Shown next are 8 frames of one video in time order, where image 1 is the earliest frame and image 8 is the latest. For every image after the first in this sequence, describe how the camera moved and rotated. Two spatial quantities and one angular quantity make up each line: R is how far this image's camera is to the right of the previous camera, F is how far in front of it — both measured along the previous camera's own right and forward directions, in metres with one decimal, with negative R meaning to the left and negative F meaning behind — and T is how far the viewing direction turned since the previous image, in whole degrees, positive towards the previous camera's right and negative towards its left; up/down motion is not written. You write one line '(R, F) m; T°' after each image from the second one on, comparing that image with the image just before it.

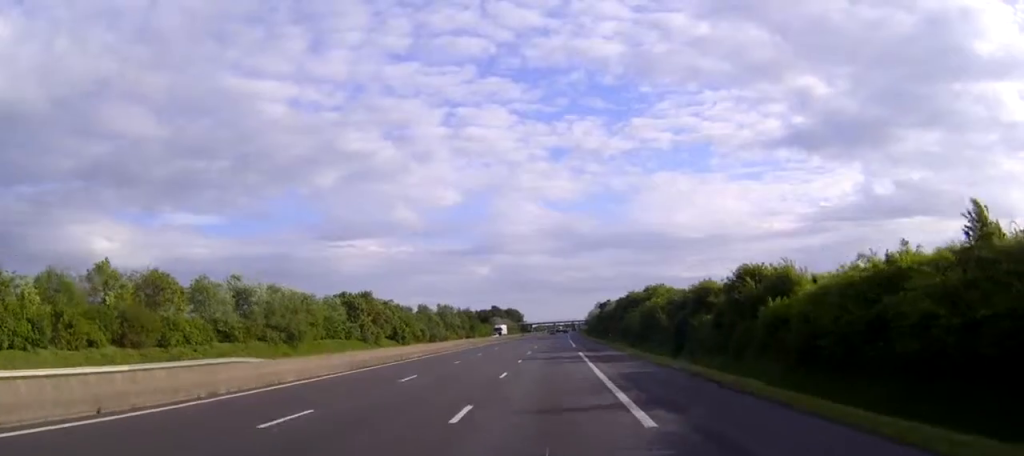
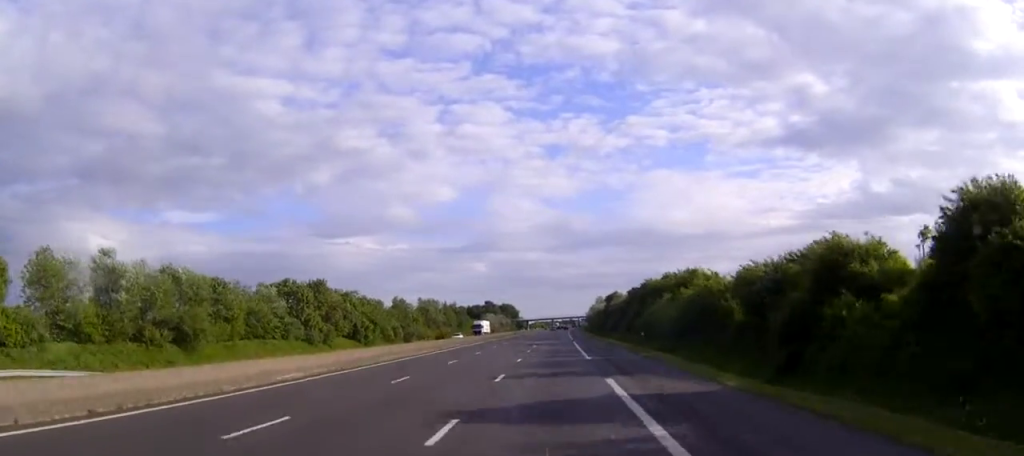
(+0.1, +27.7) m; 0°
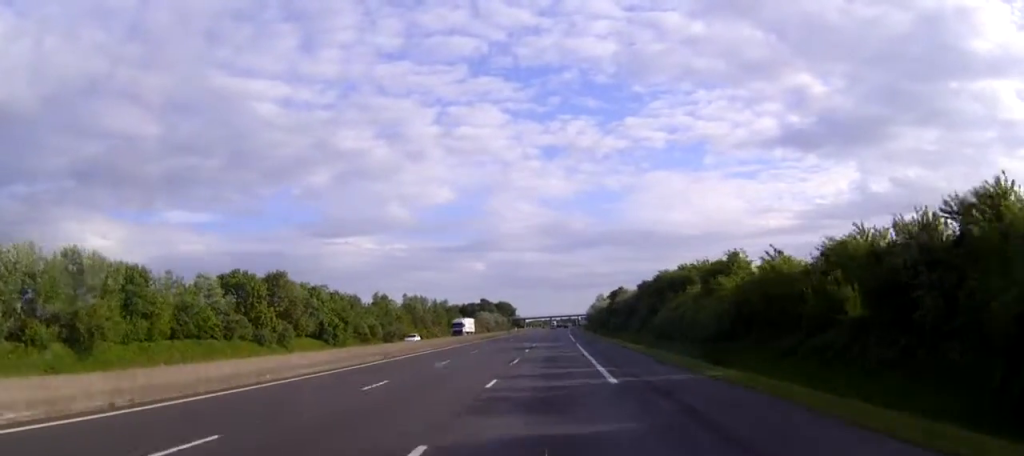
(+0.1, +16.7) m; 0°
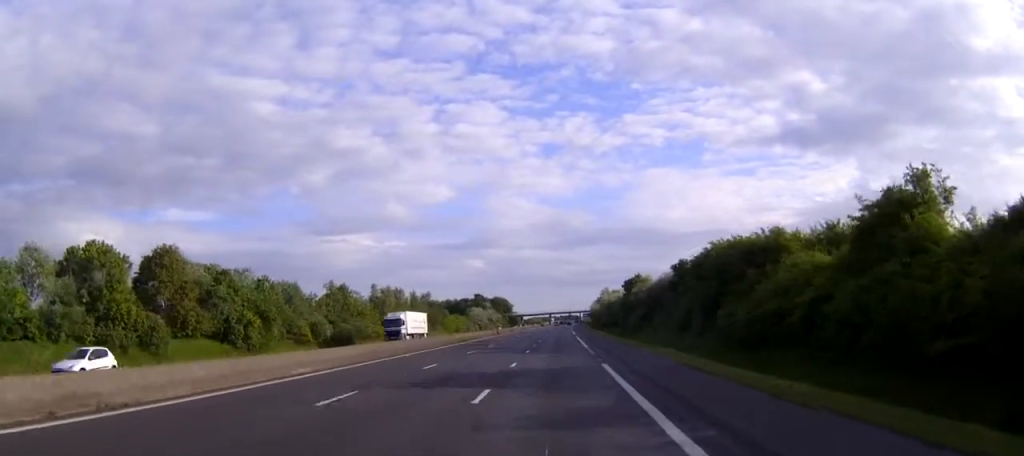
(+0.2, +30.7) m; 0°
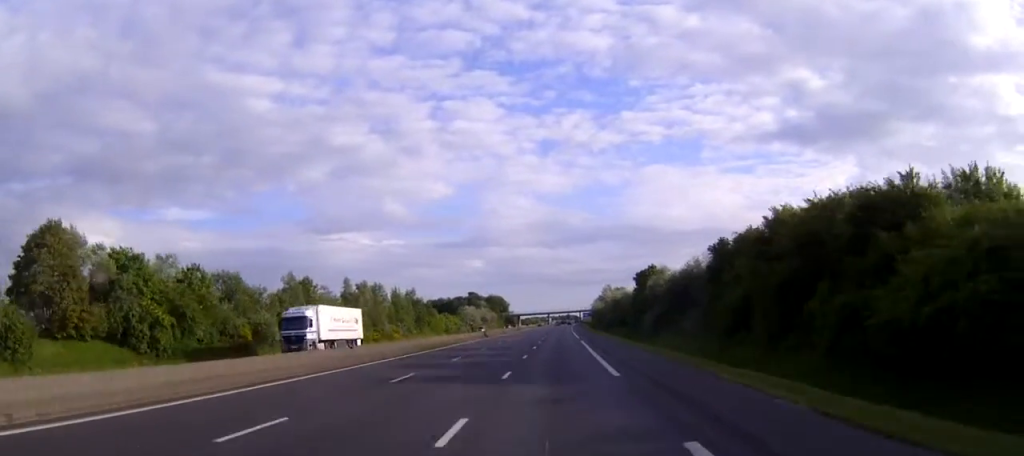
(0.0, +18.6) m; 0°
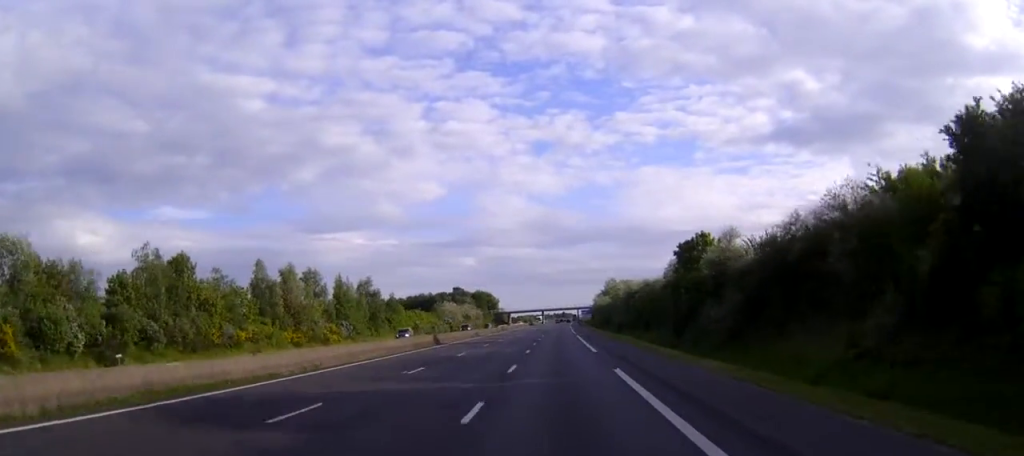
(0.0, +37.0) m; 0°
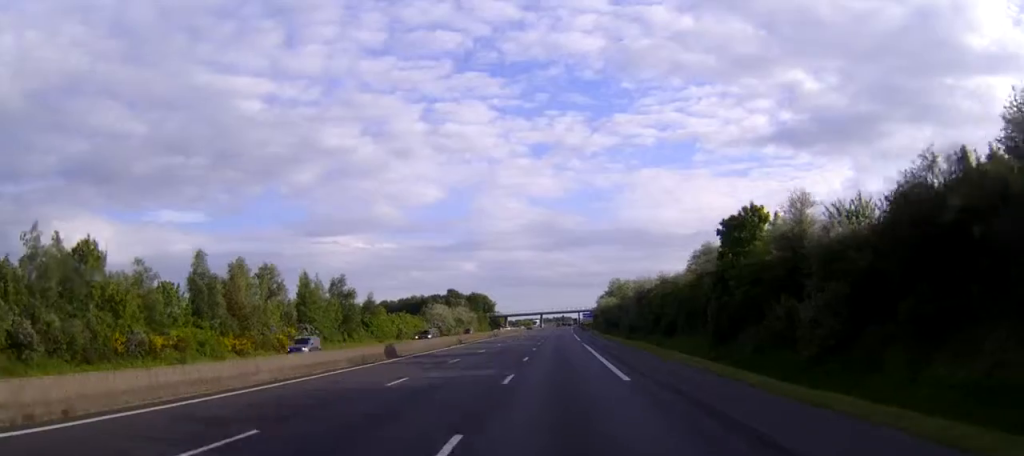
(0.0, +16.7) m; 0°
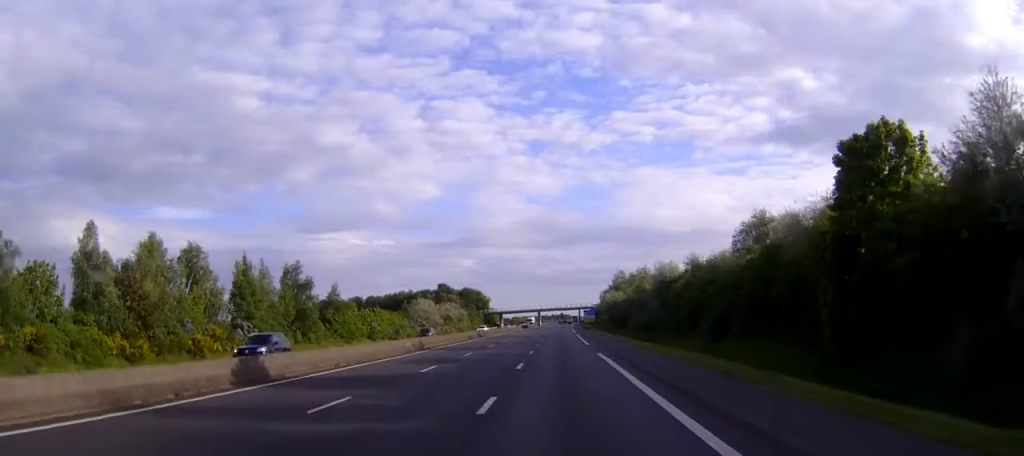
(0.0, +20.5) m; 0°
